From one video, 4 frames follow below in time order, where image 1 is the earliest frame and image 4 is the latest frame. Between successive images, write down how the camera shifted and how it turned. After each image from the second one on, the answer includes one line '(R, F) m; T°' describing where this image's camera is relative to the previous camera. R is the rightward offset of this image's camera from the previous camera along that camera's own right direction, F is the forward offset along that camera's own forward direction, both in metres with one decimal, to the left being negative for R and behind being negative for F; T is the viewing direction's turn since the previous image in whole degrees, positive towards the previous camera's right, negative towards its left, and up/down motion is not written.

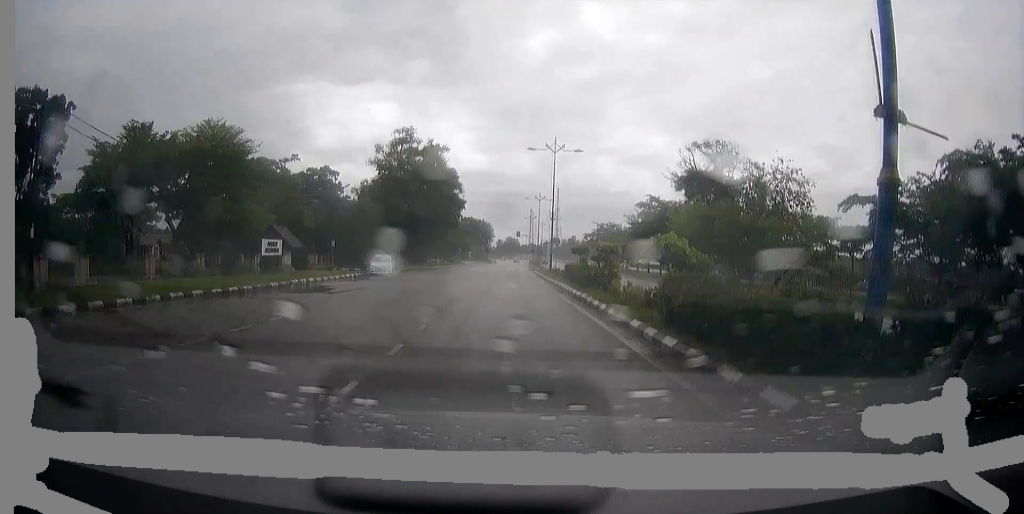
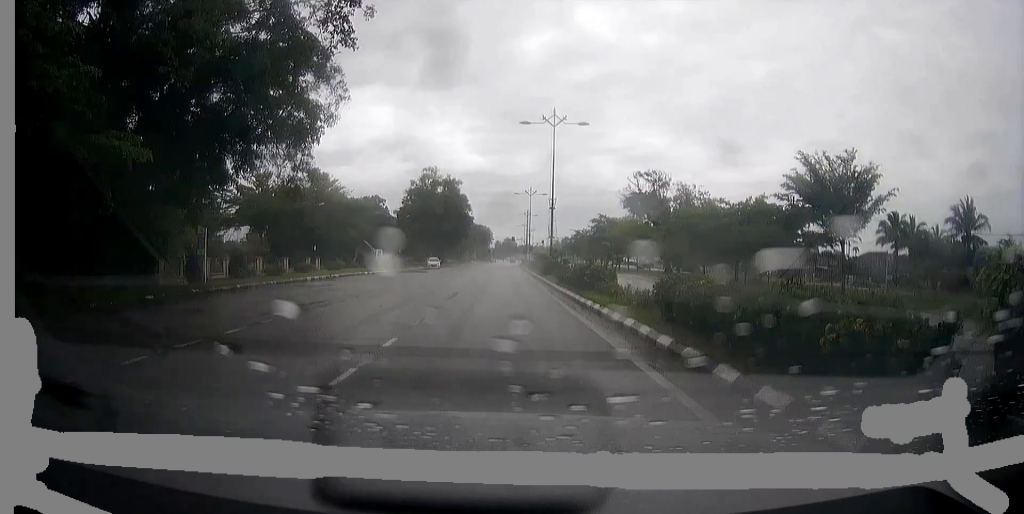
(+0.3, +34.5) m; +1°
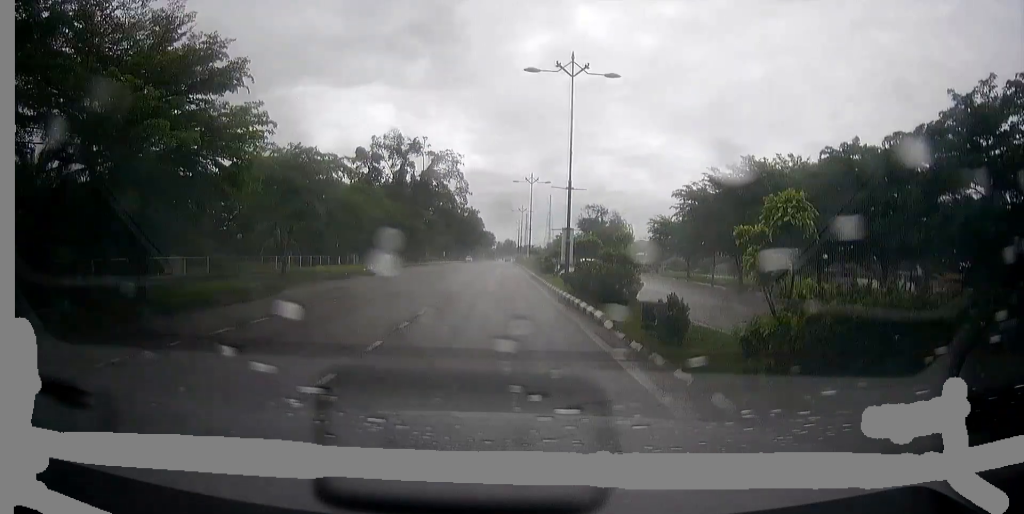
(+0.2, +79.4) m; 0°
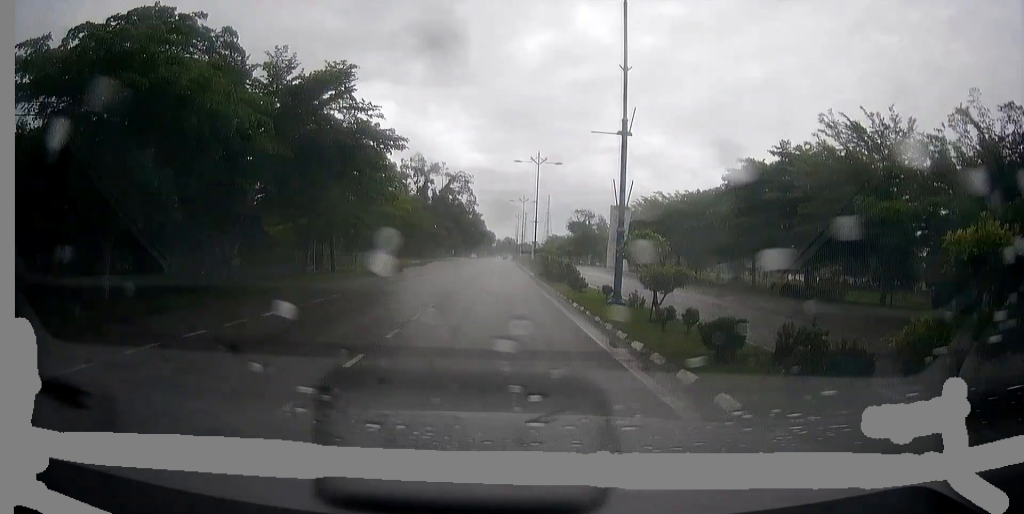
(0.0, +29.0) m; 0°
